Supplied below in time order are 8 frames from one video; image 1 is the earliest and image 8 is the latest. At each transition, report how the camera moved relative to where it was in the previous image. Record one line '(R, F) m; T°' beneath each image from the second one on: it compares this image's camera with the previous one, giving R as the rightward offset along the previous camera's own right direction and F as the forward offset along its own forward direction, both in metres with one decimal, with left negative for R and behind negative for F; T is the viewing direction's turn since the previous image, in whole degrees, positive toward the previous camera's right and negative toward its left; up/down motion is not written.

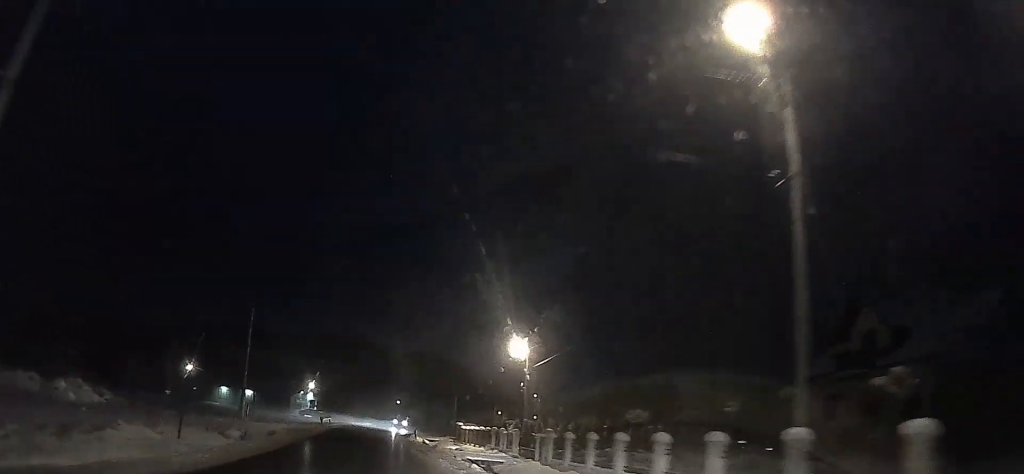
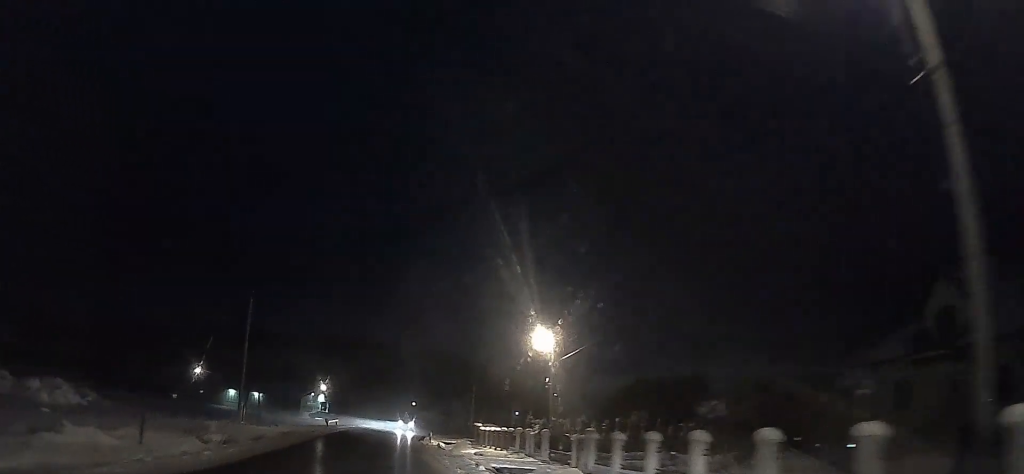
(0.0, +4.3) m; 0°
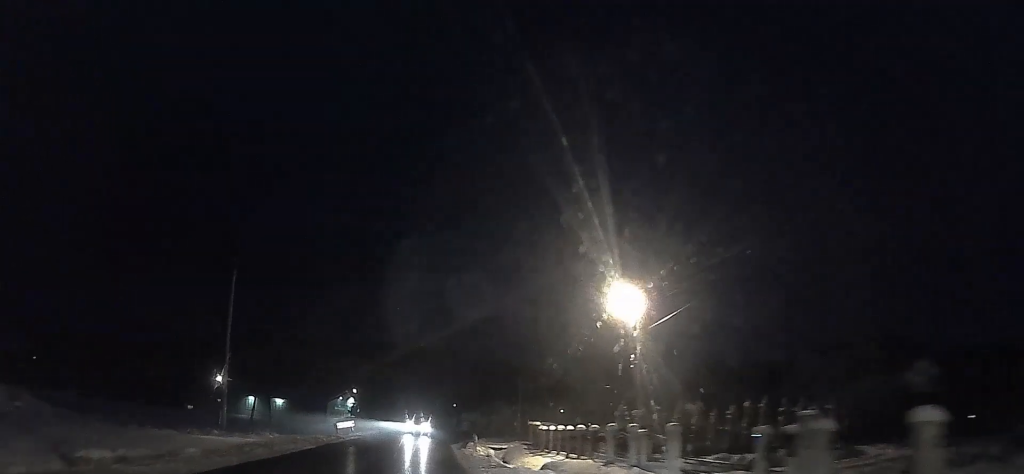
(0.0, +10.8) m; 0°
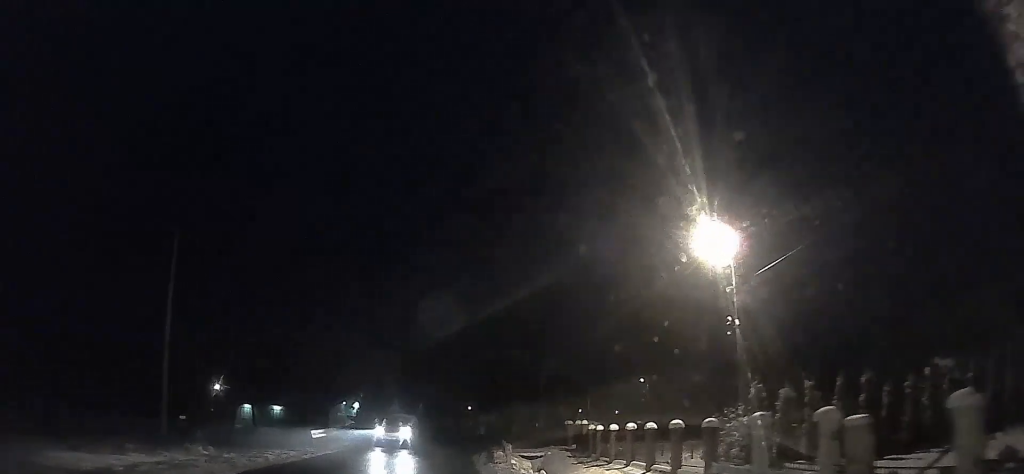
(0.0, +8.9) m; 0°
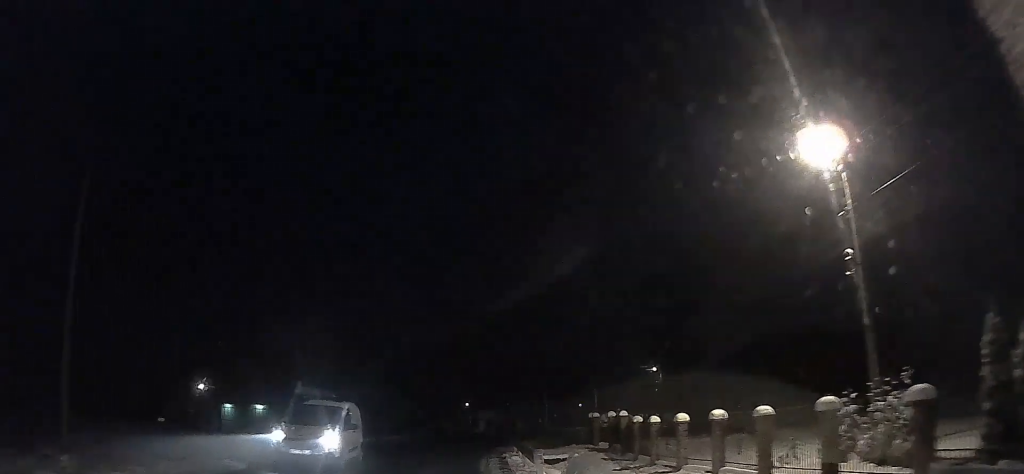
(0.0, +6.9) m; 0°
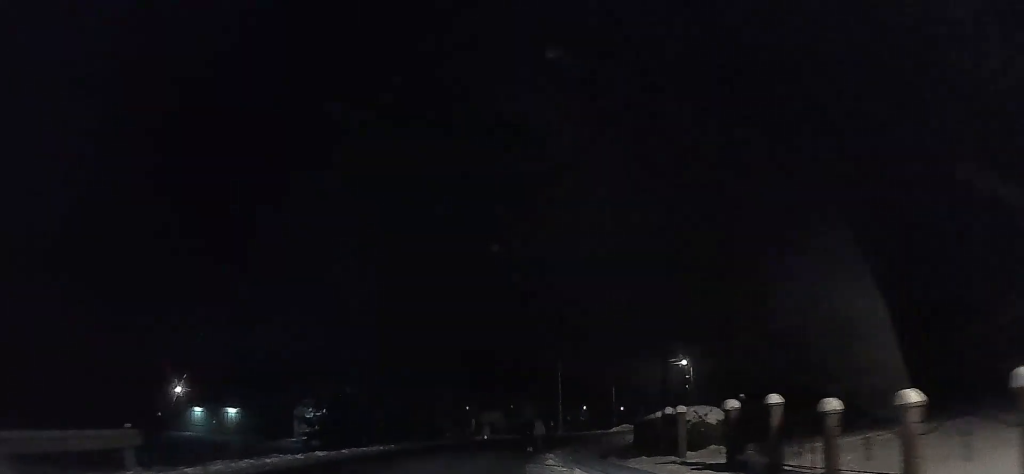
(0.0, +10.5) m; 0°
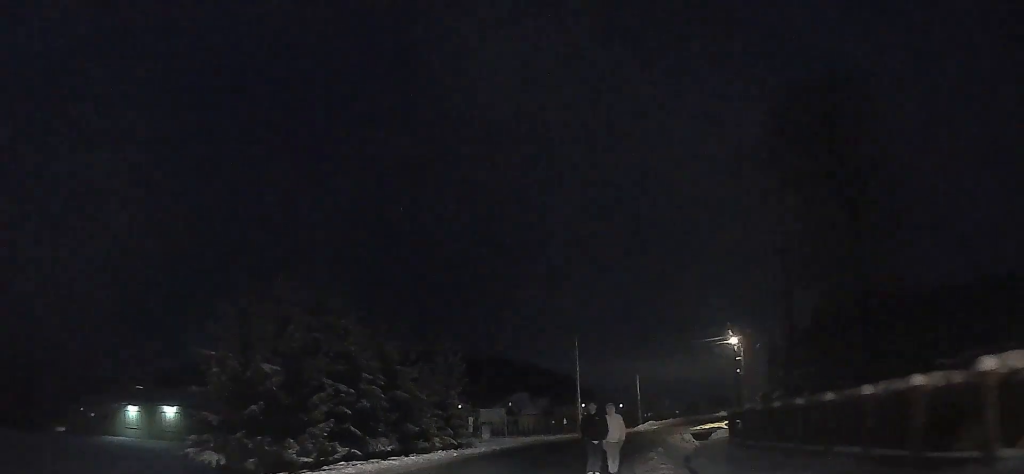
(0.0, +16.5) m; 0°
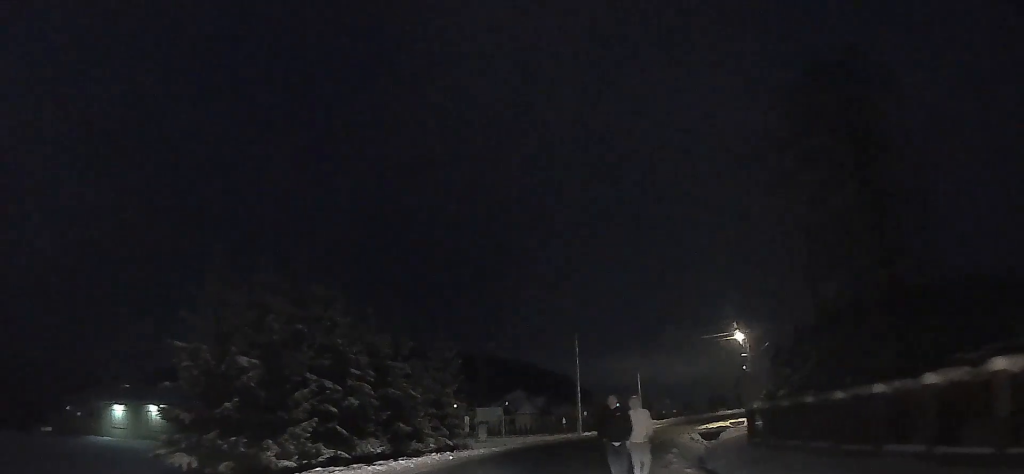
(0.0, +5.5) m; 0°
